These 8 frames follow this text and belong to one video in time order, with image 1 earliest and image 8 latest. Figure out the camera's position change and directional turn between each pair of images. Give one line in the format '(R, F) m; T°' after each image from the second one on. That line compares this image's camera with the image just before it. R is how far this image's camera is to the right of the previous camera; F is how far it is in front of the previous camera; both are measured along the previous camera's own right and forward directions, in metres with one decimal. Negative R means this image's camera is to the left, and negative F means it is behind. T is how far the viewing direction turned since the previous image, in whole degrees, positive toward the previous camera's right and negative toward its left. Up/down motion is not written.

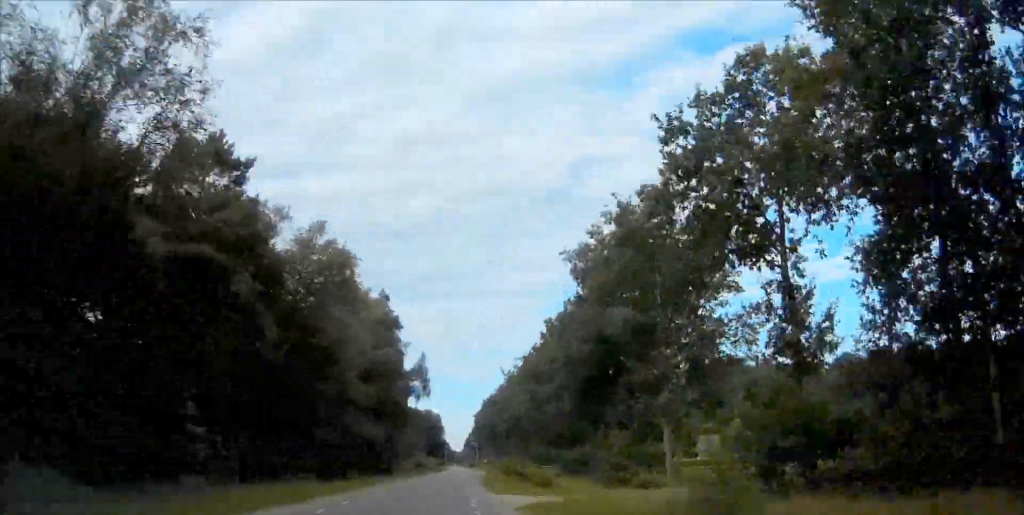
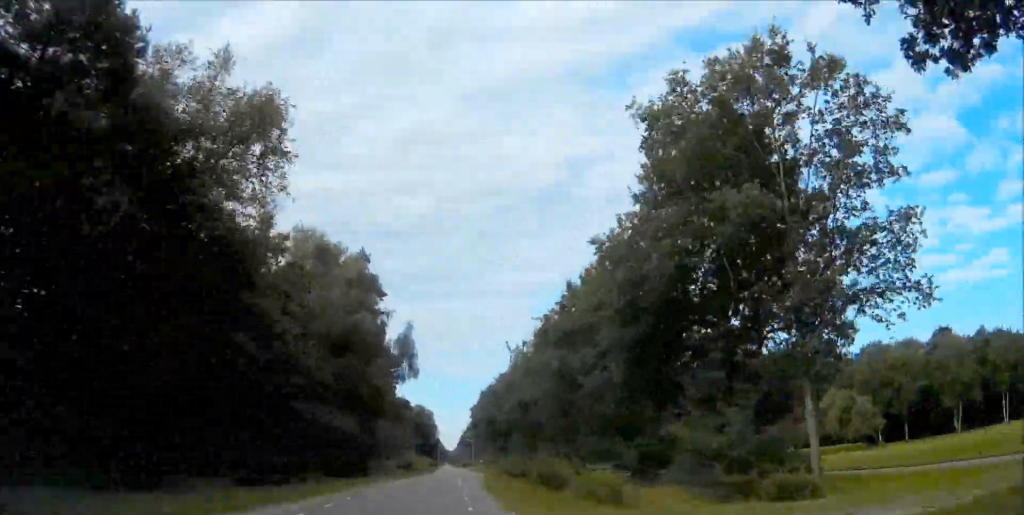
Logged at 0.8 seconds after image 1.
(0.0, +14.1) m; +1°
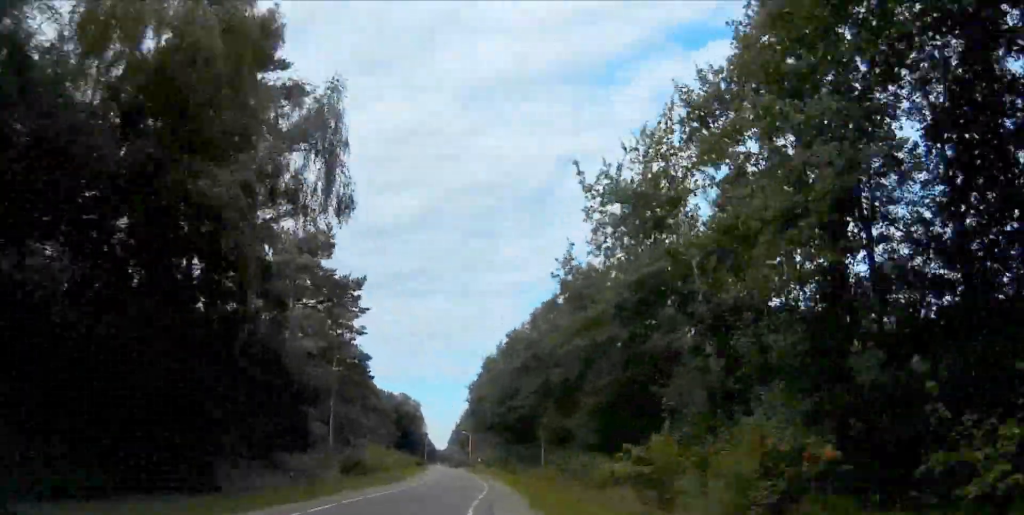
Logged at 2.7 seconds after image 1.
(+0.6, +33.8) m; +2°
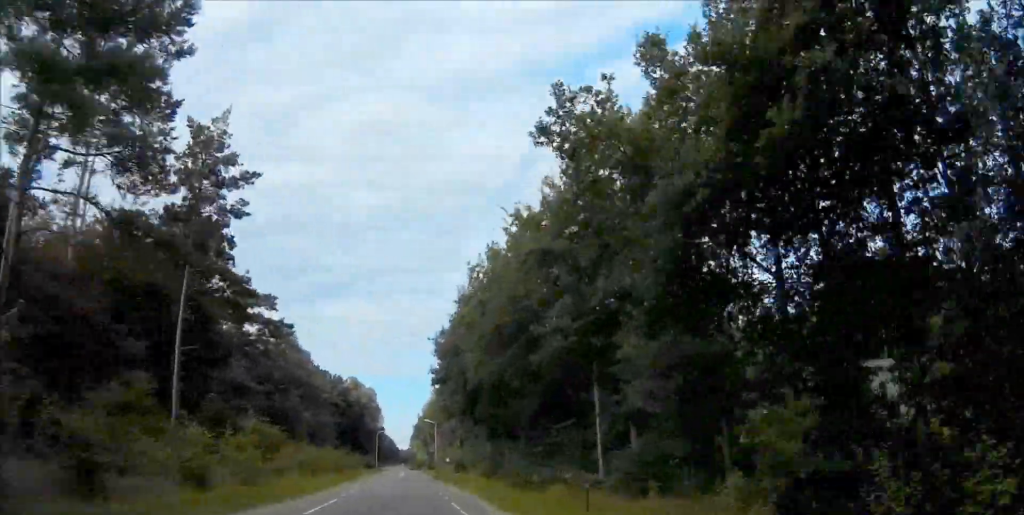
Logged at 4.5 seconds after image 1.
(+0.3, +31.5) m; 0°
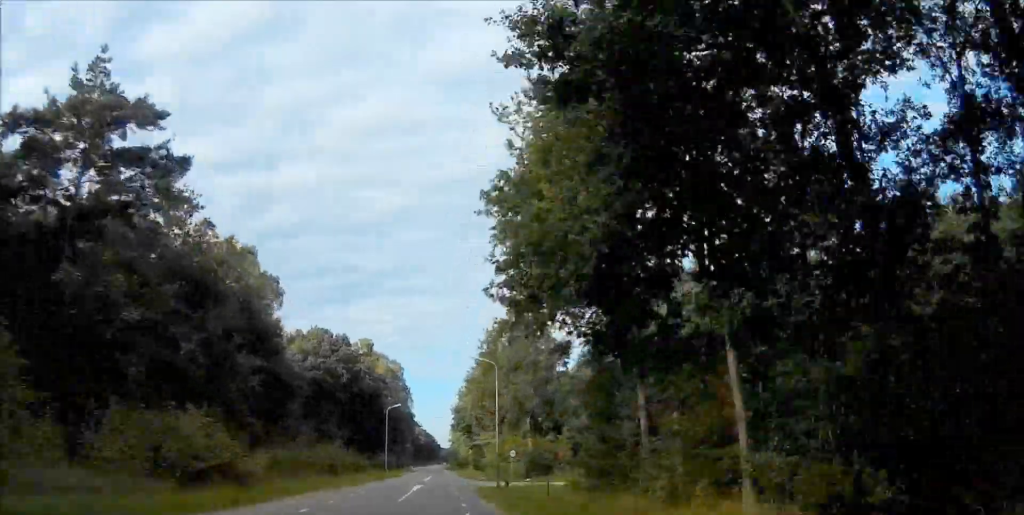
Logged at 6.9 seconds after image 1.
(-0.2, +42.1) m; 0°
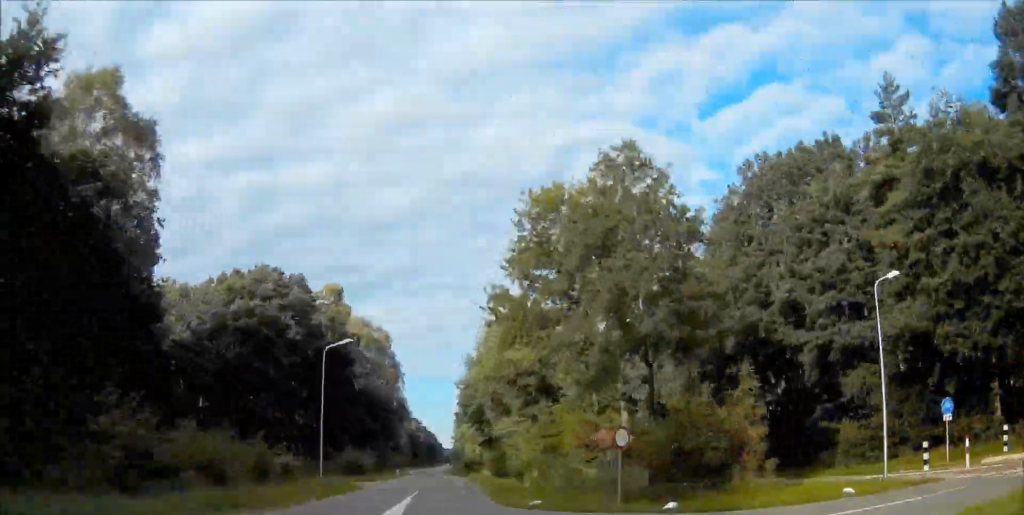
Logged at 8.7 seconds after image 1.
(0.0, +30.5) m; -1°
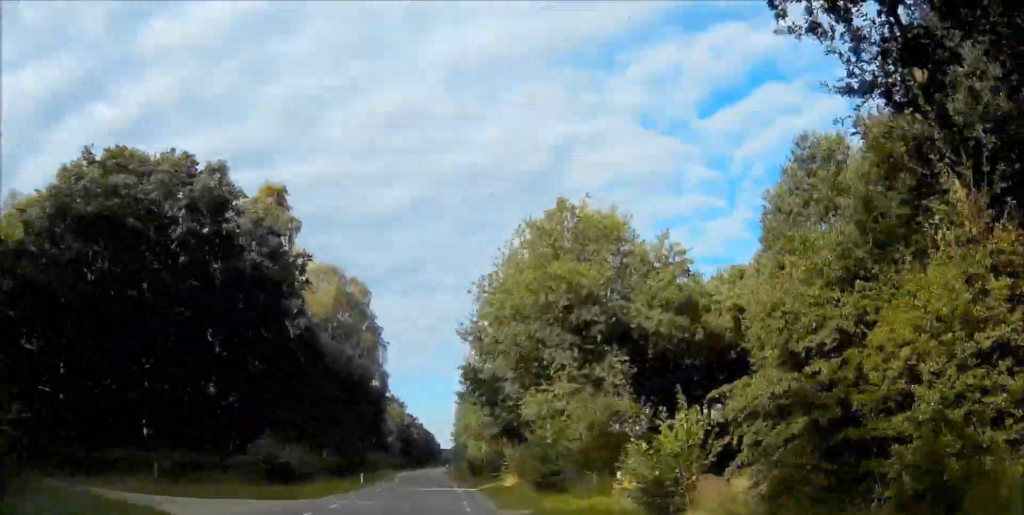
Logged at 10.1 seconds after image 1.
(-0.2, +24.7) m; -2°
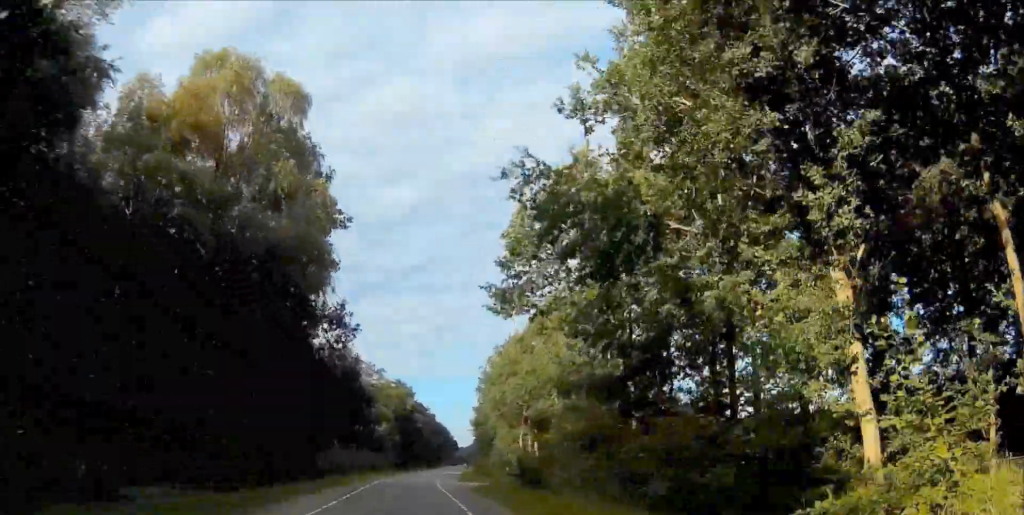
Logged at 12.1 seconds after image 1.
(-0.9, +36.5) m; -2°
